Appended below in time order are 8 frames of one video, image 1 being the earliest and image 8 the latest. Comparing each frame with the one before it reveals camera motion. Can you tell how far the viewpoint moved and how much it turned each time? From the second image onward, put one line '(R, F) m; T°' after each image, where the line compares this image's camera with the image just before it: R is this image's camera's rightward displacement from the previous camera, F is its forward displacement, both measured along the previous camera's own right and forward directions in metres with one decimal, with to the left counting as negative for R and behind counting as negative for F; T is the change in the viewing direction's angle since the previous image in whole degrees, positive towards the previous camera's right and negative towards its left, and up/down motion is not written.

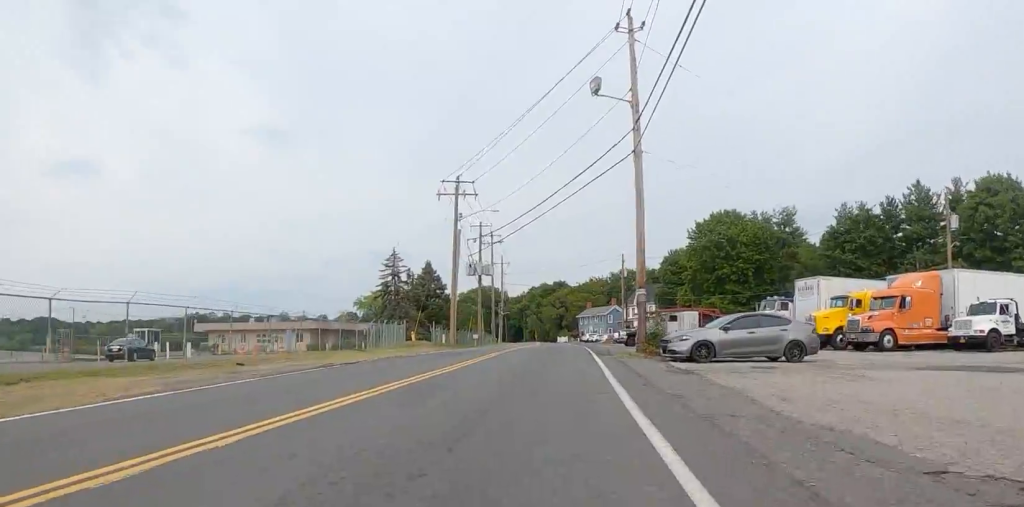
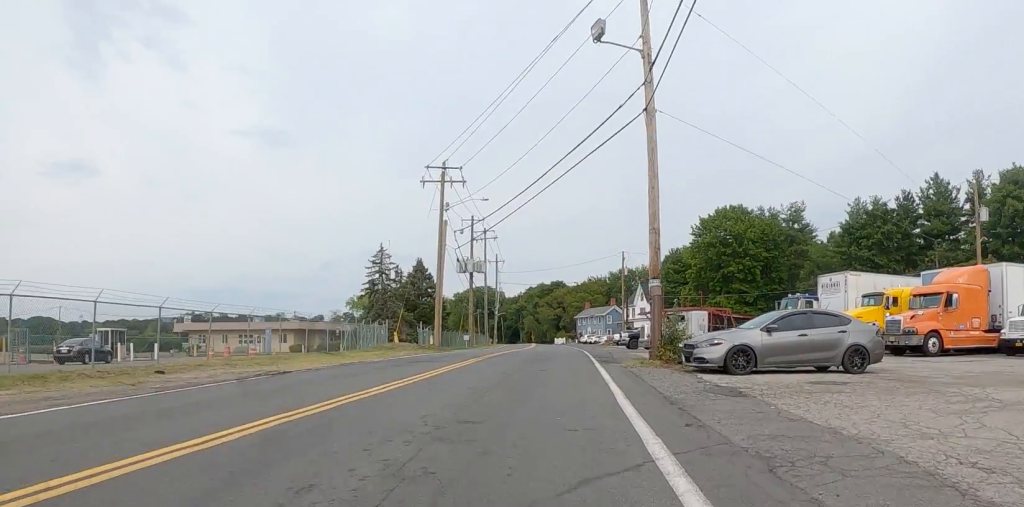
(0.0, +3.9) m; 0°
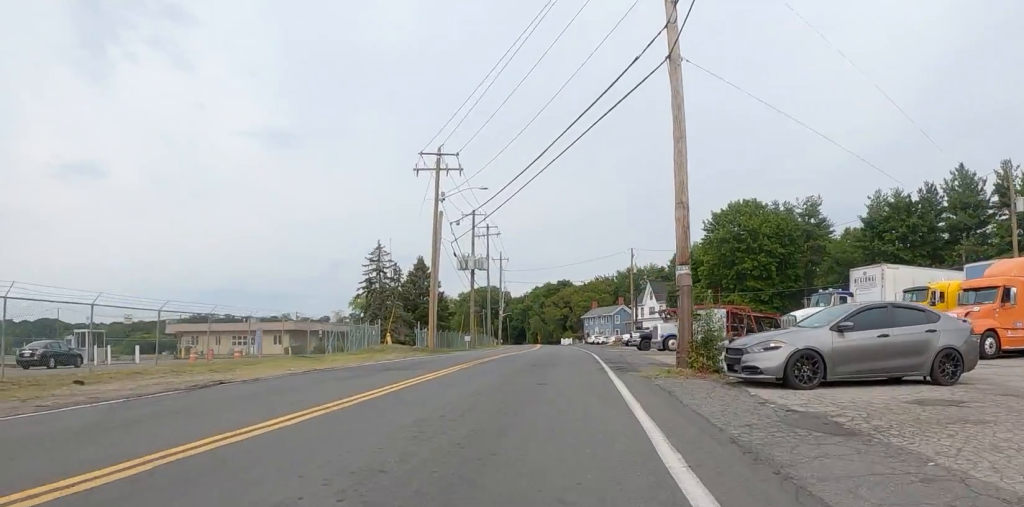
(0.0, +3.2) m; 0°
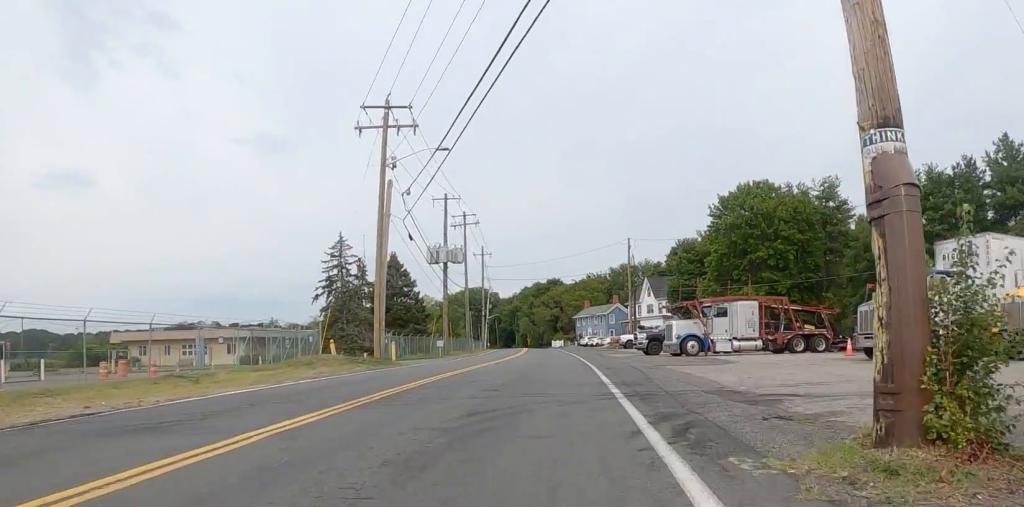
(0.0, +8.4) m; -8°
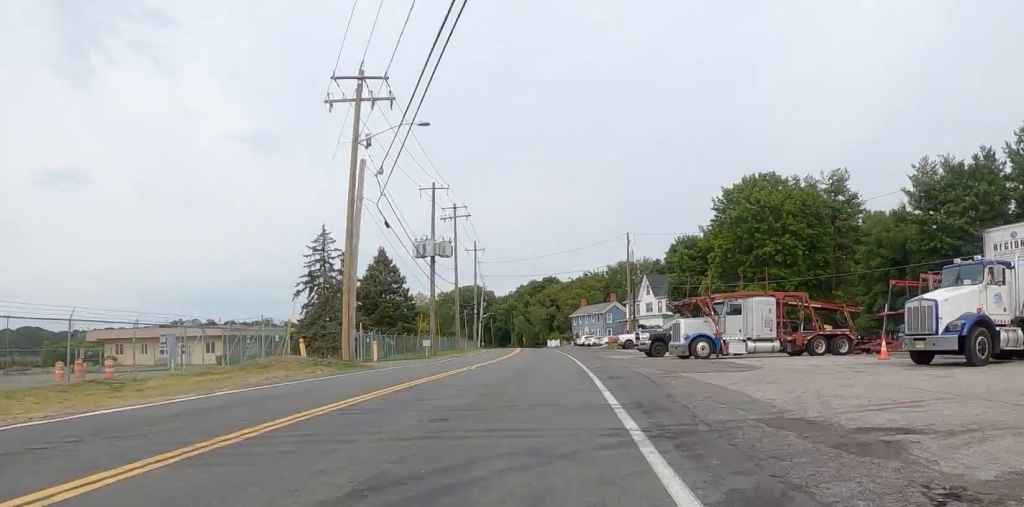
(0.0, +3.1) m; -3°
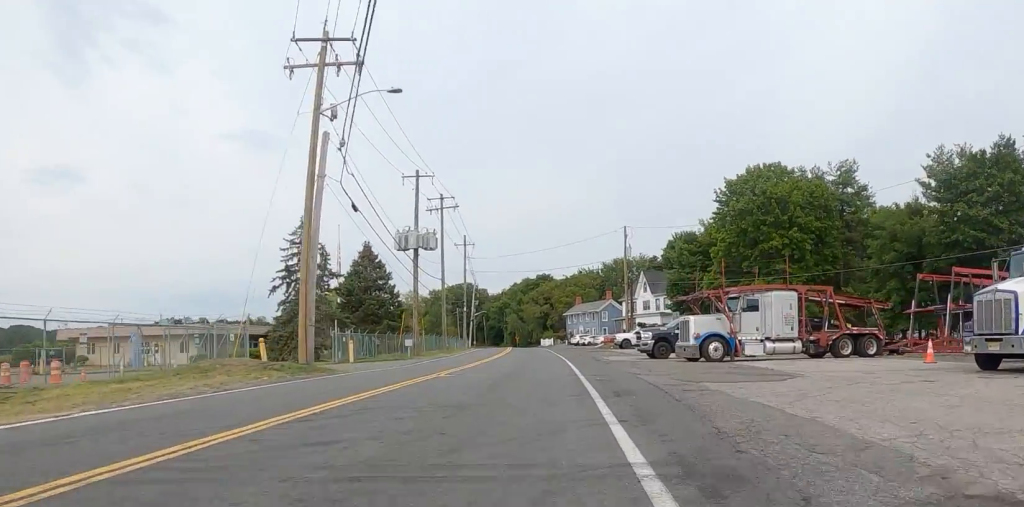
(-0.7, +3.2) m; 0°
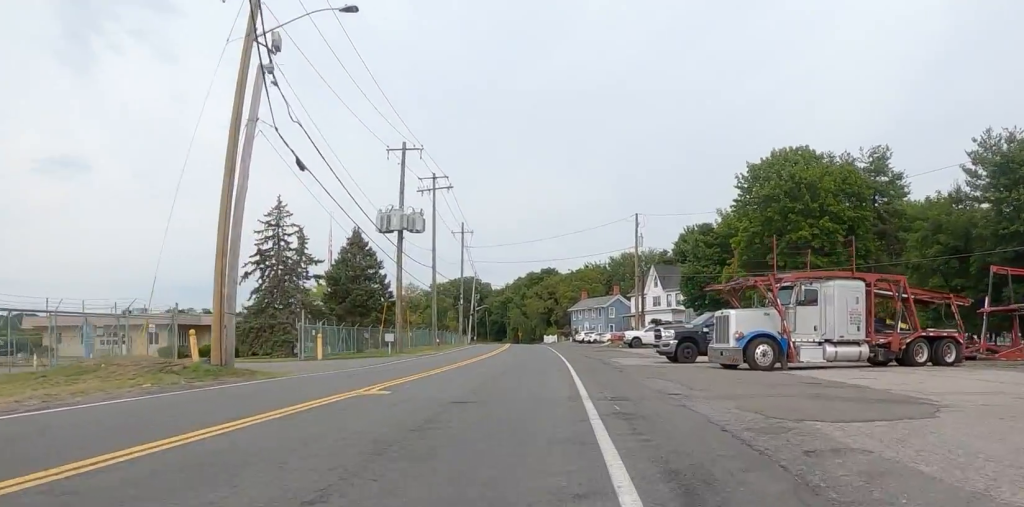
(-0.1, +5.2) m; +3°
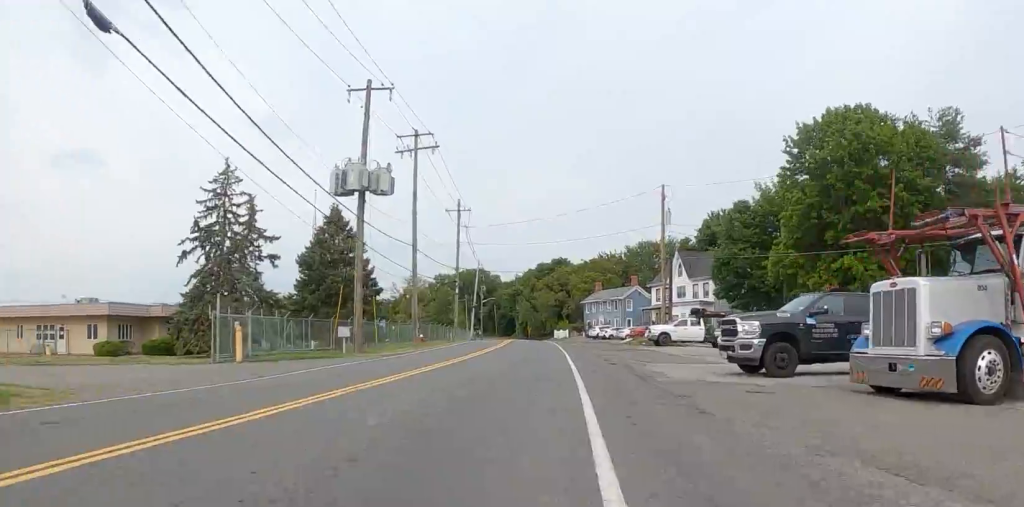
(+1.3, +9.3) m; +8°
